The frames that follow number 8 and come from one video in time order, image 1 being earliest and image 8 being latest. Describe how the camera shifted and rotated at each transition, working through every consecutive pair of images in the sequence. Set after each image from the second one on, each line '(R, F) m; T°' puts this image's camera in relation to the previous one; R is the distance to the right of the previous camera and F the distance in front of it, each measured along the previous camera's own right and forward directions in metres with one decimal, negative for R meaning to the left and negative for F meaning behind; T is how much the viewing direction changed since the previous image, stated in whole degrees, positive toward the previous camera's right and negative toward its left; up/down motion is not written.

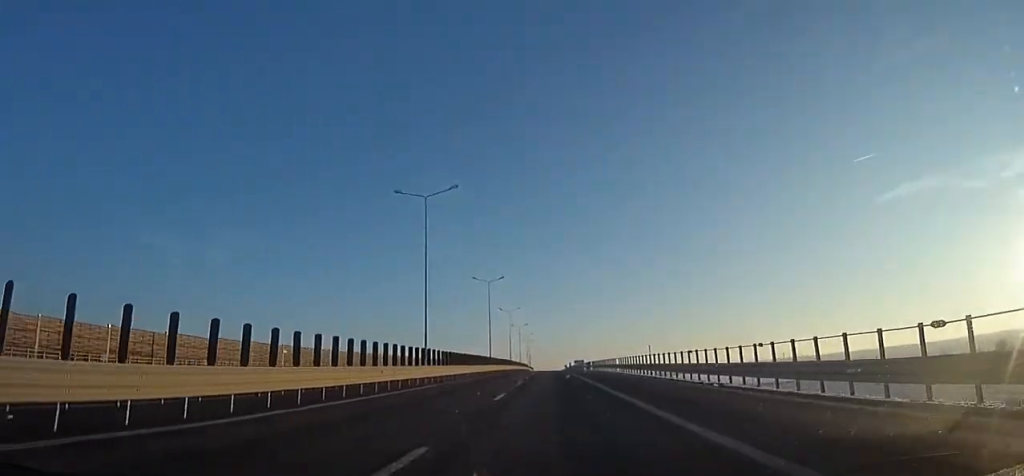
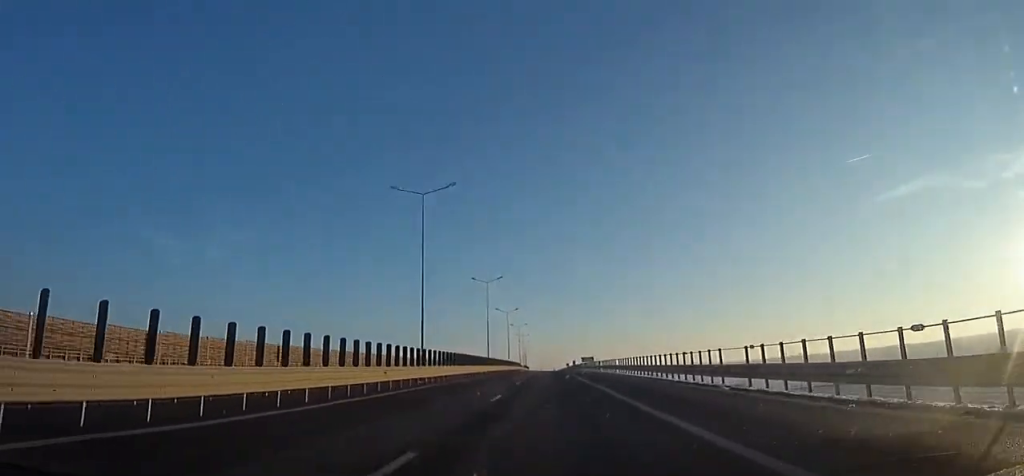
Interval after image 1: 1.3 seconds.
(-0.3, +35.4) m; 0°
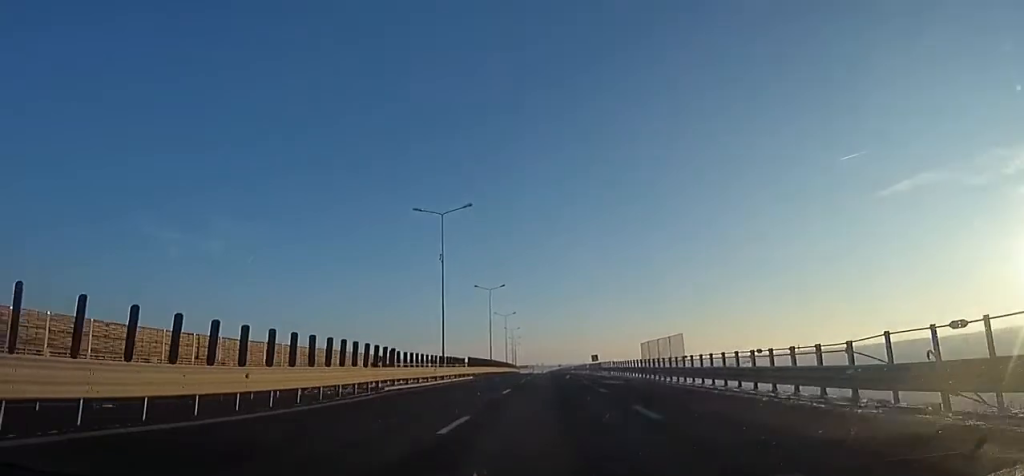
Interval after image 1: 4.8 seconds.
(-0.1, +100.1) m; -1°
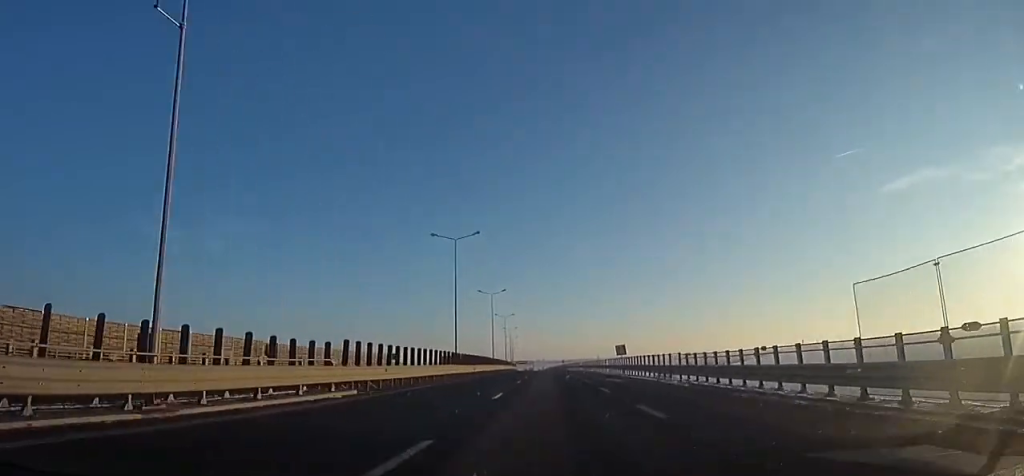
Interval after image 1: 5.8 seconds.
(0.0, +27.5) m; 0°
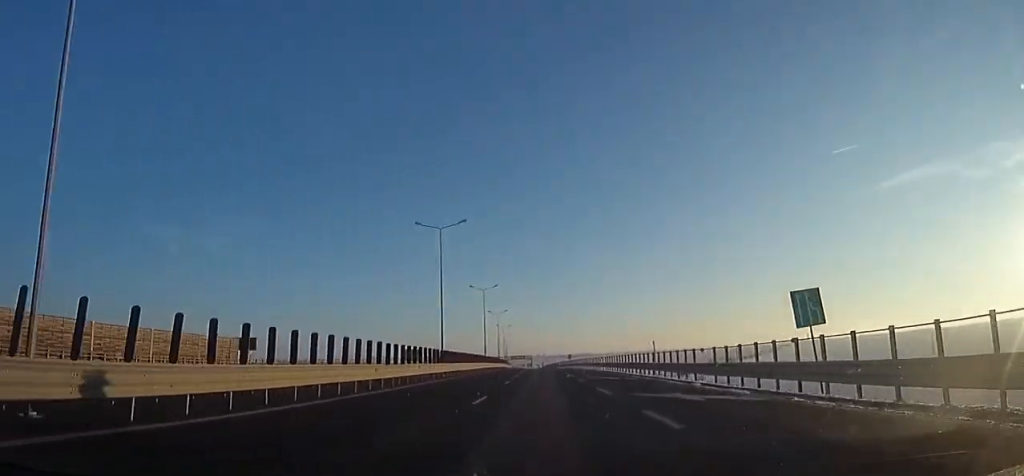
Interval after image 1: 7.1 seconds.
(0.0, +37.9) m; 0°
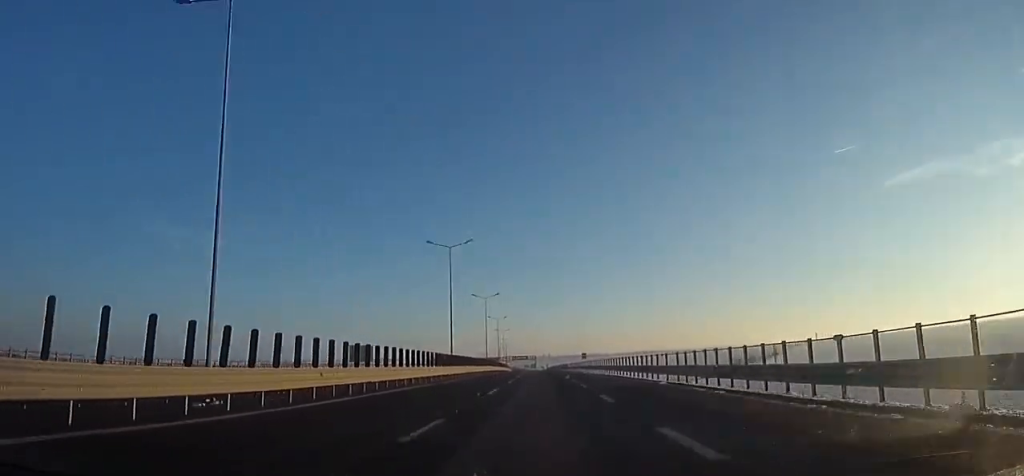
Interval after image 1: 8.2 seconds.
(0.0, +29.5) m; 0°
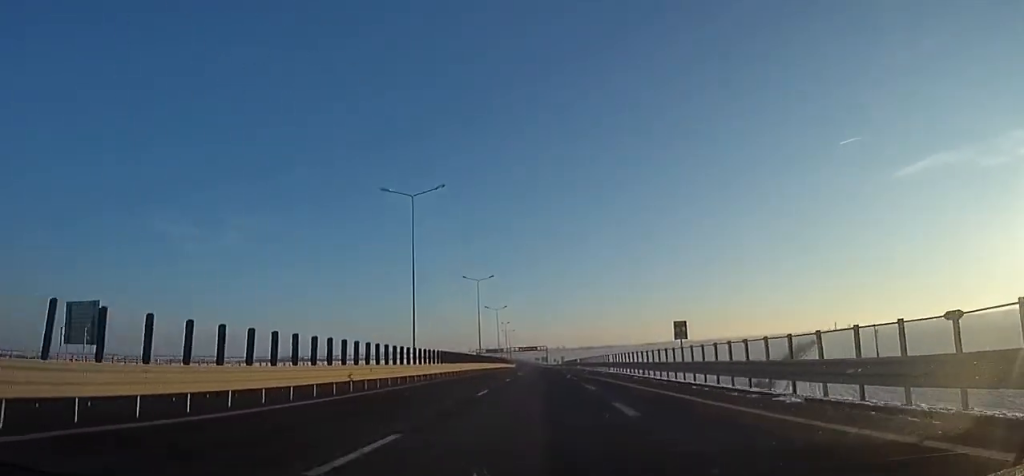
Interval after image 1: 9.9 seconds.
(0.0, +49.6) m; -1°
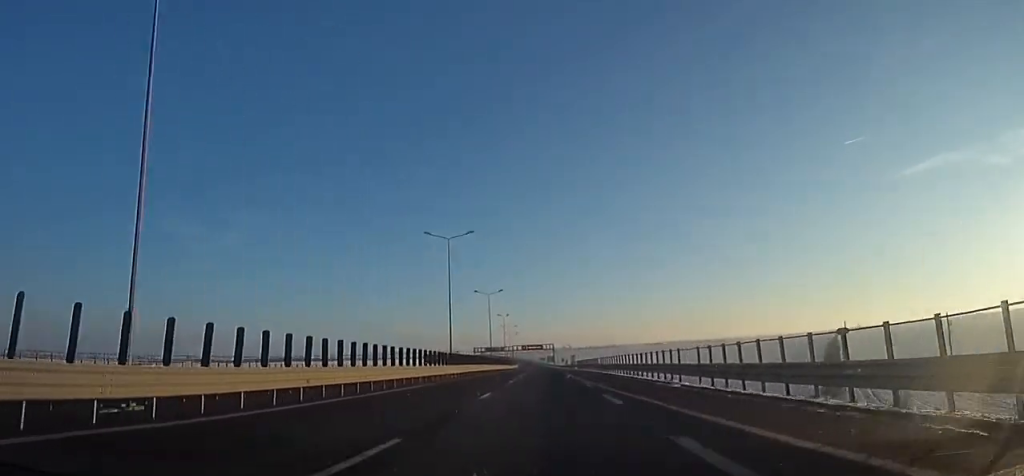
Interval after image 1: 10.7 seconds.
(+0.4, +23.9) m; -1°
